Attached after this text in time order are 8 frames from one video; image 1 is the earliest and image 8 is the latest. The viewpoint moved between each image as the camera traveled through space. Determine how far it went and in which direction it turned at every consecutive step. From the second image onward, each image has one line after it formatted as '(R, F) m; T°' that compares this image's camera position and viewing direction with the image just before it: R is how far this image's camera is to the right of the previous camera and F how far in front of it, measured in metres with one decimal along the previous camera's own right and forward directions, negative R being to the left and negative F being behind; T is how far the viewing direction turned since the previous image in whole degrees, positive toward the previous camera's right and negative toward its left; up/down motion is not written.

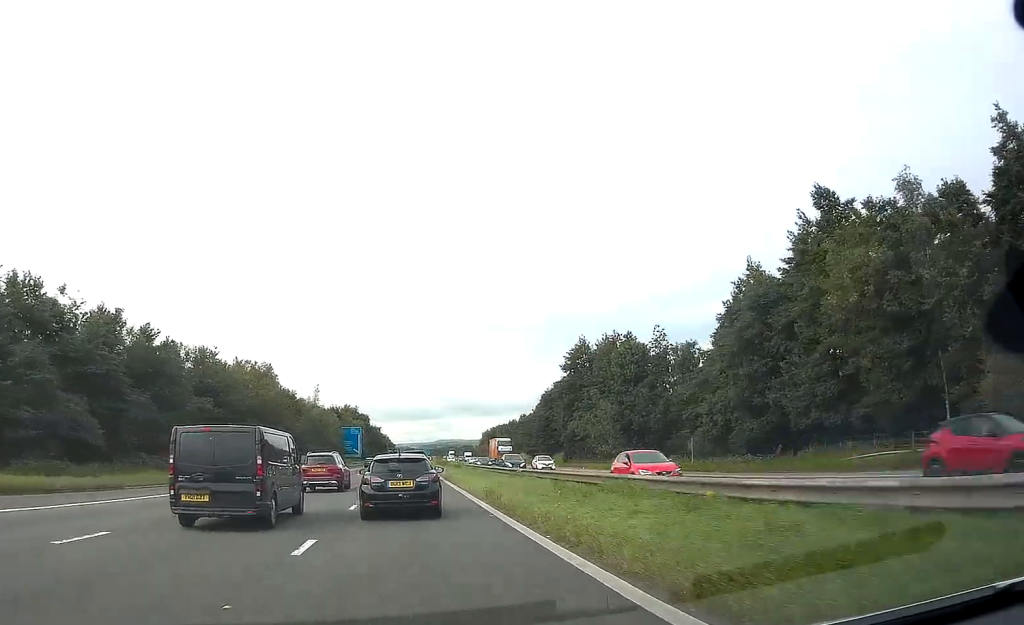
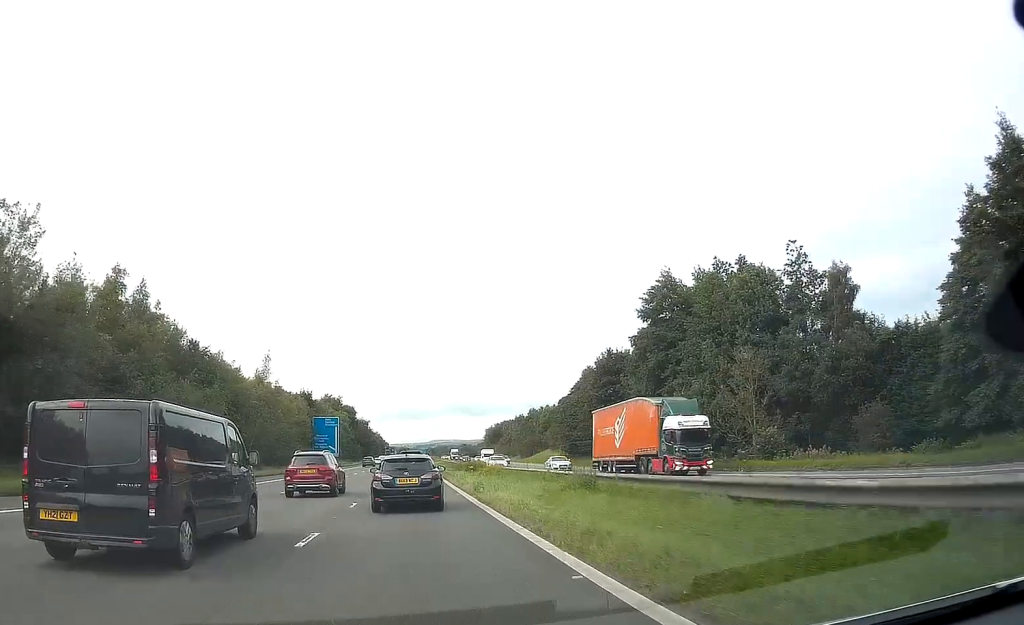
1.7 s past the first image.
(0.0, +44.3) m; 0°
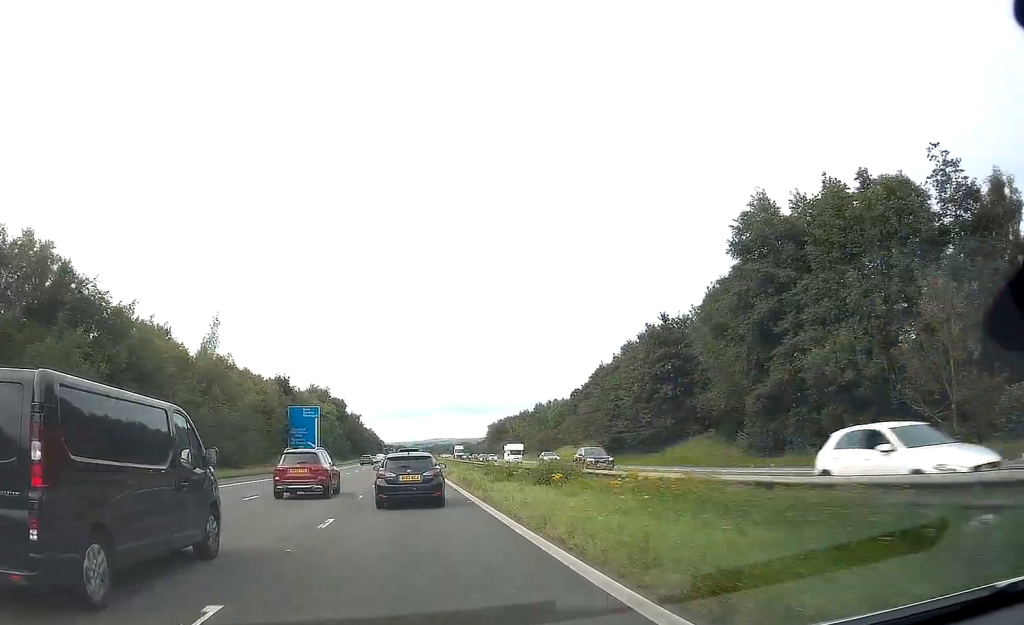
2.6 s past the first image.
(+0.1, +24.2) m; 0°
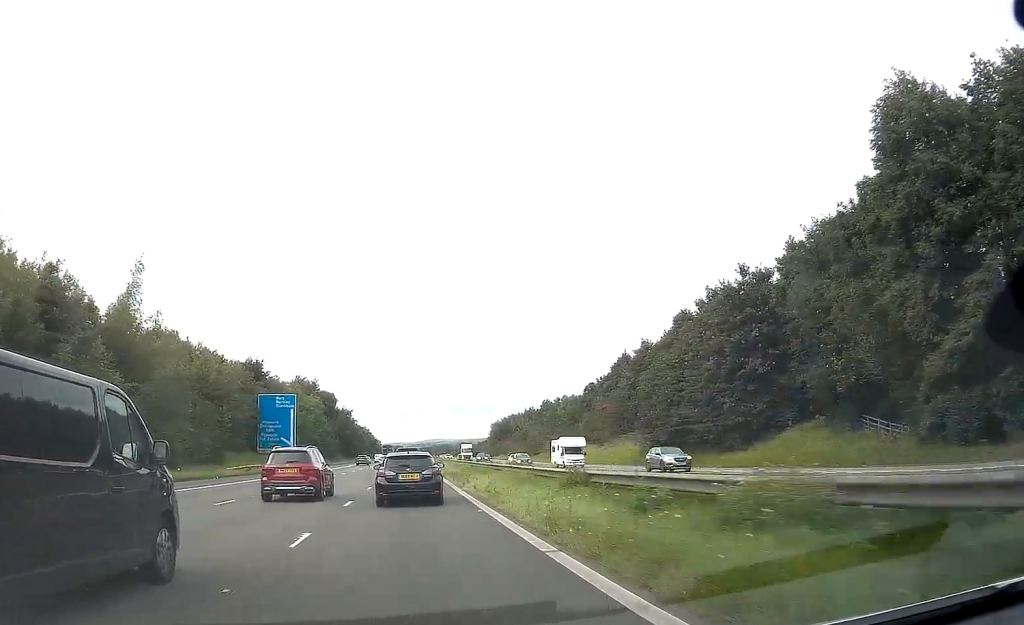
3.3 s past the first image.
(0.0, +20.3) m; 0°
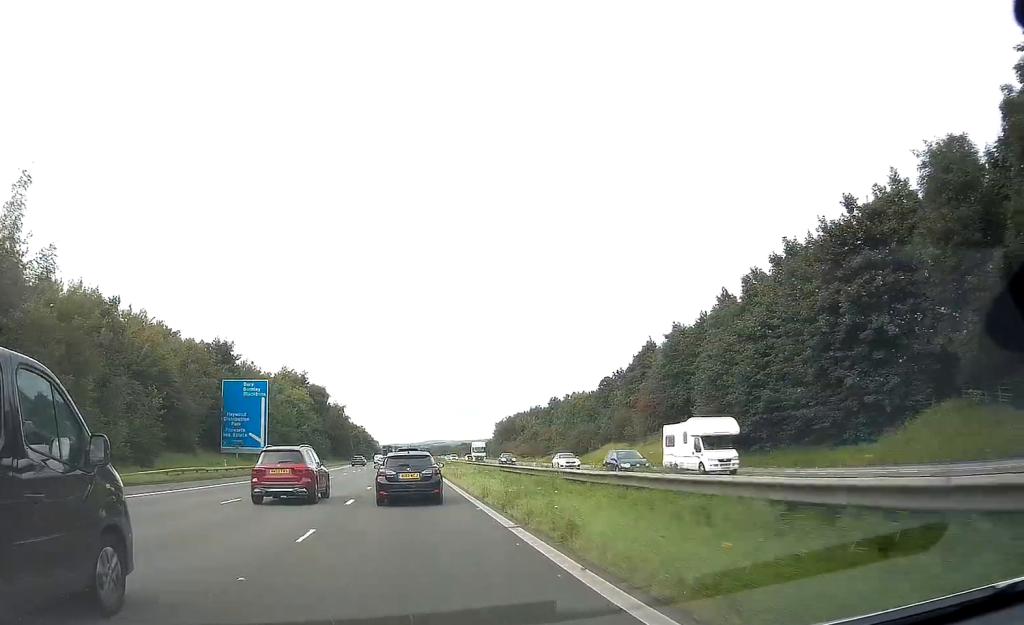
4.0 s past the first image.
(+0.1, +15.9) m; 0°
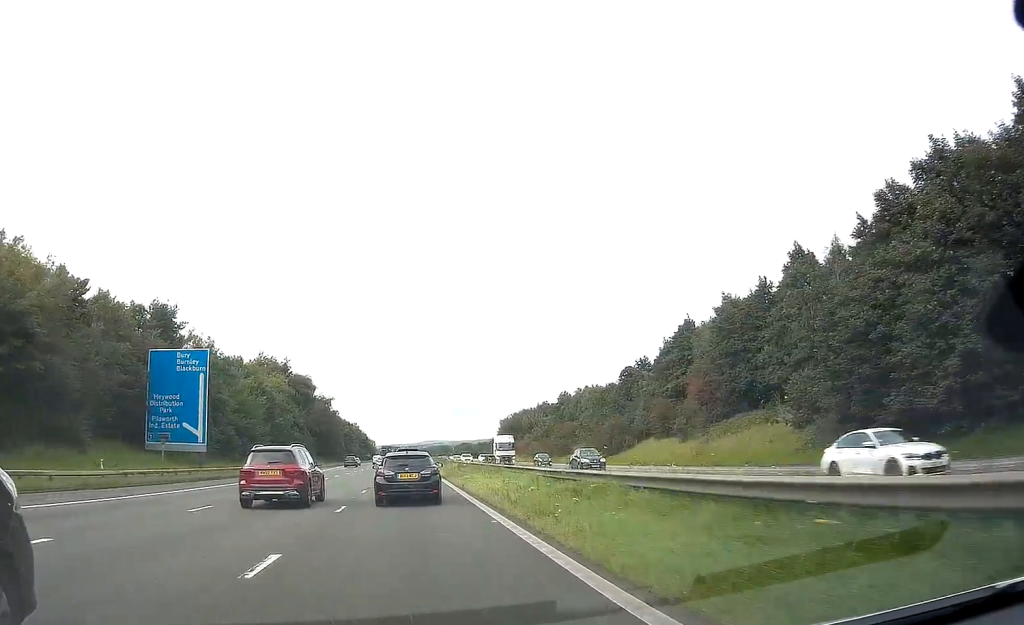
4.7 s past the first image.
(0.0, +18.3) m; 0°
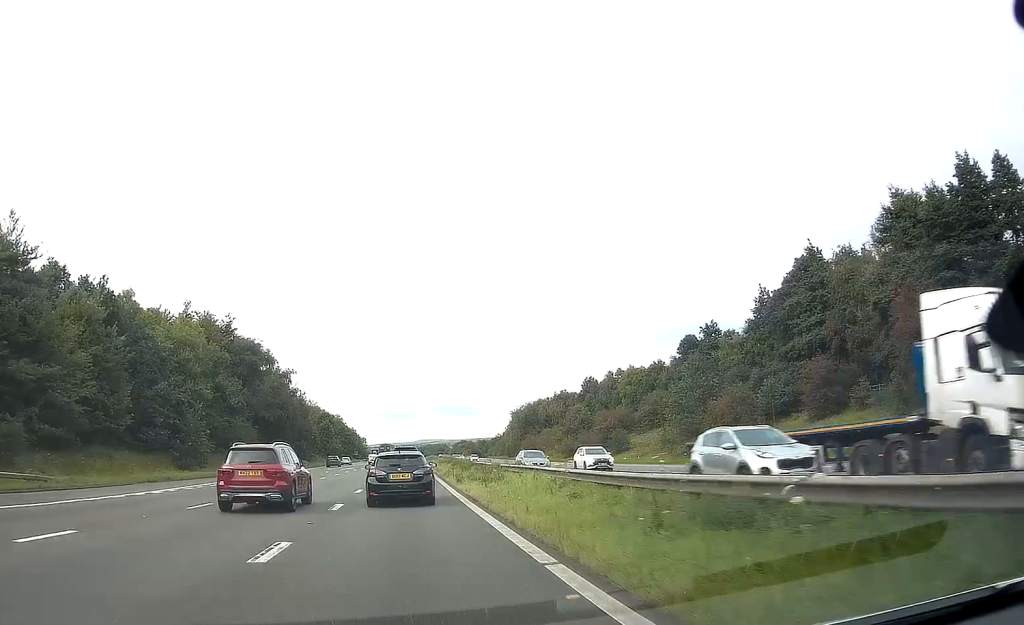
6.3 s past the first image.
(0.0, +32.2) m; 0°
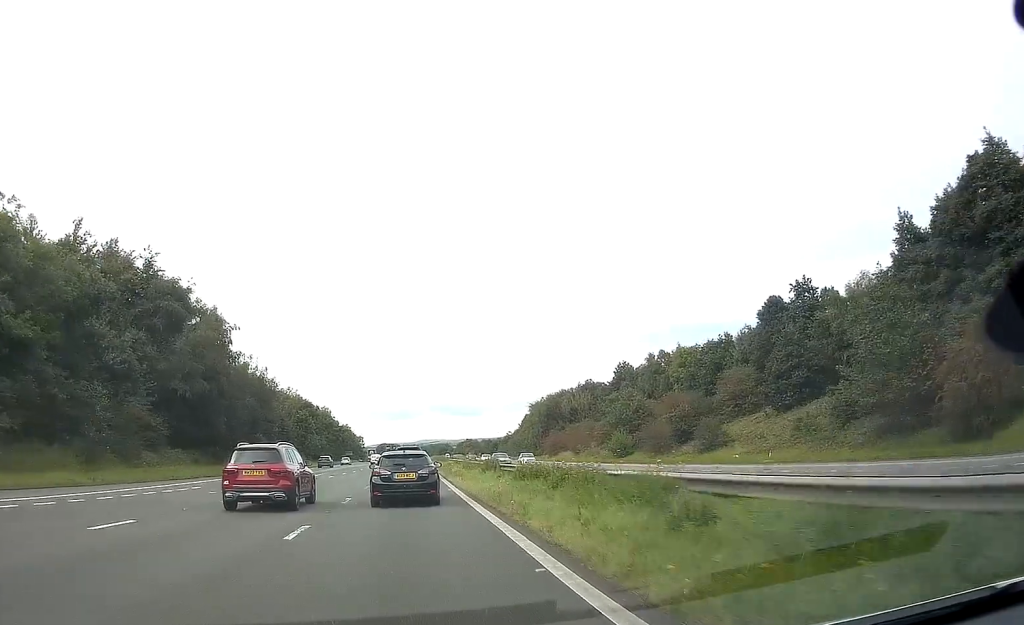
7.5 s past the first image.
(0.0, +25.1) m; 0°
